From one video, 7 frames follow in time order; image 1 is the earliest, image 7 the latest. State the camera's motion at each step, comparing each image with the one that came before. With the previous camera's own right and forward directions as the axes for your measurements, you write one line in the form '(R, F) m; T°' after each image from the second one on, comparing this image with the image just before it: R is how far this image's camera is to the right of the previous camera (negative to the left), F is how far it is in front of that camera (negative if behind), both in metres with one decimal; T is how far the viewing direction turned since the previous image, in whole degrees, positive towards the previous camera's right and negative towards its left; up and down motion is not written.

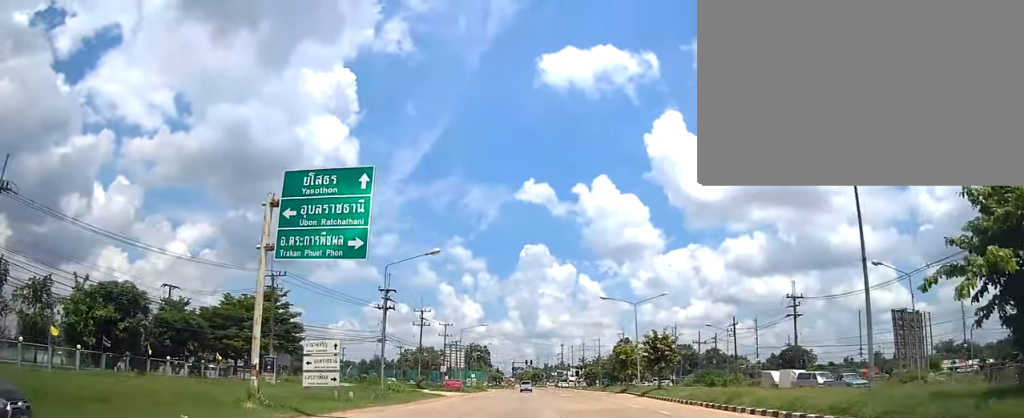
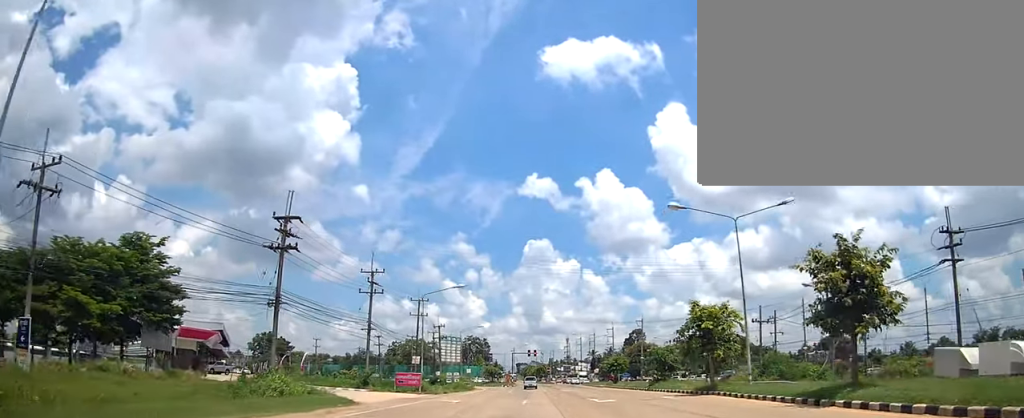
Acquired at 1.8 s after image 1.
(+0.1, +29.4) m; 0°
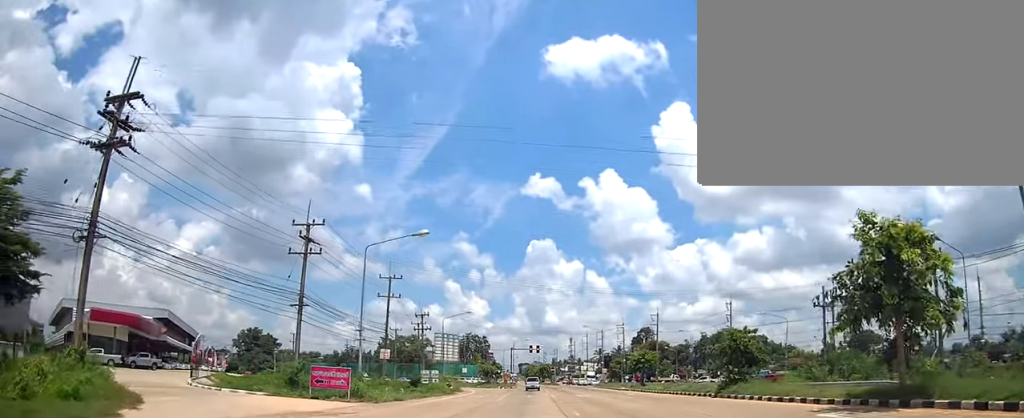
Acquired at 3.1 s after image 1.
(-0.2, +19.2) m; -1°
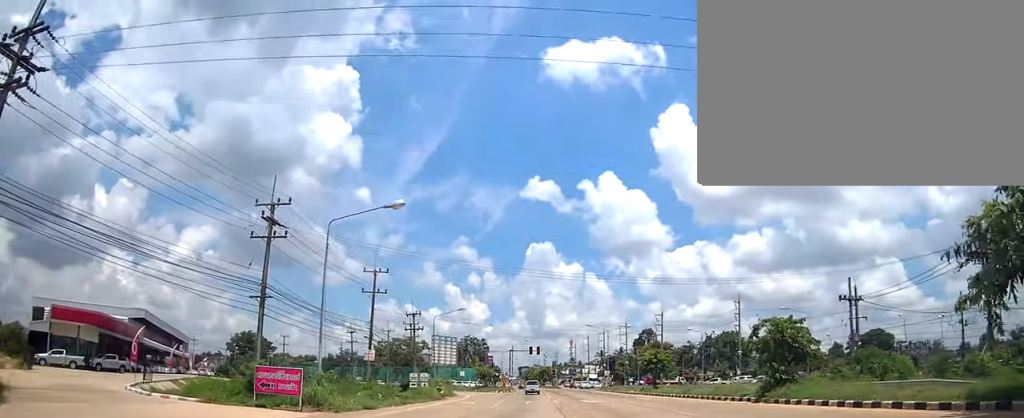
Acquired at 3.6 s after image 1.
(0.0, +6.3) m; 0°
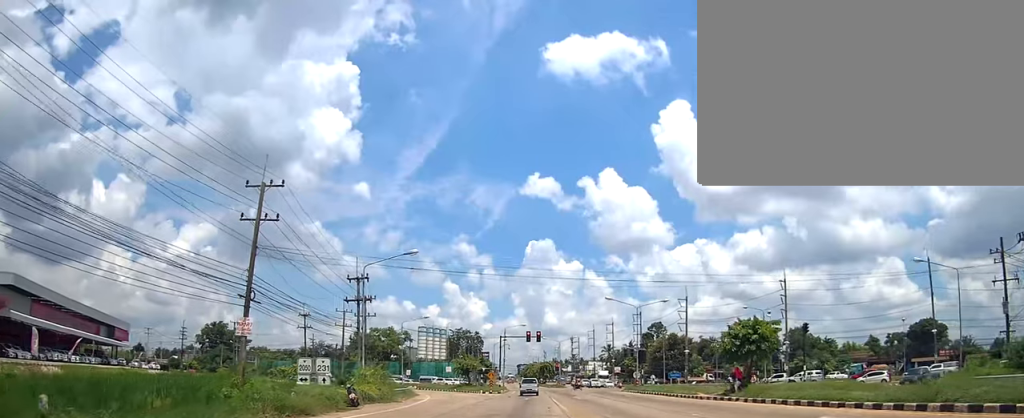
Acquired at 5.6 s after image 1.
(+0.1, +26.4) m; 0°
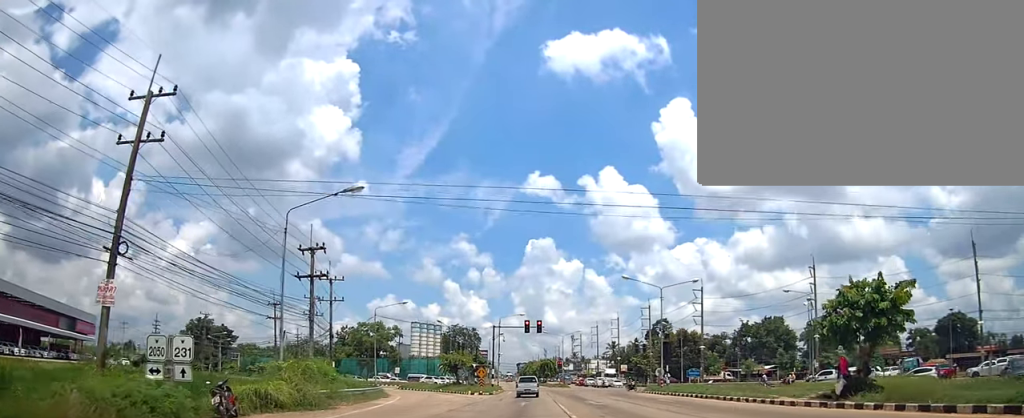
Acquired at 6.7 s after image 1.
(-0.1, +12.5) m; 0°
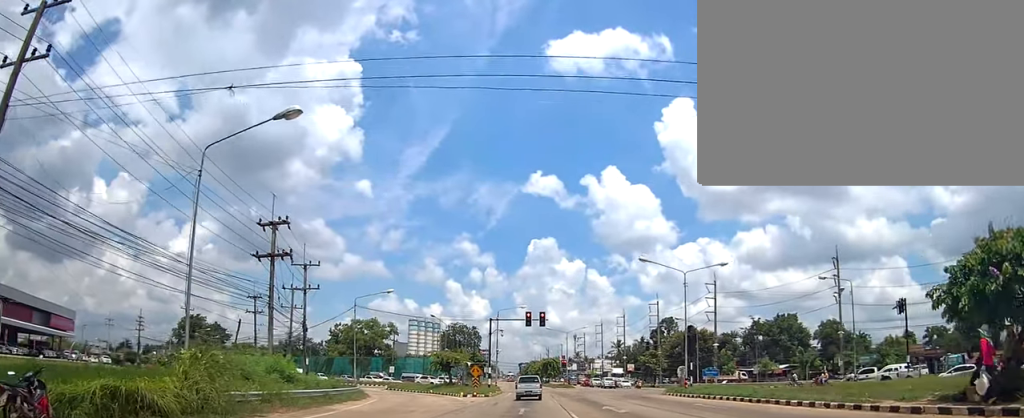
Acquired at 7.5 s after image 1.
(+0.1, +8.1) m; -1°
